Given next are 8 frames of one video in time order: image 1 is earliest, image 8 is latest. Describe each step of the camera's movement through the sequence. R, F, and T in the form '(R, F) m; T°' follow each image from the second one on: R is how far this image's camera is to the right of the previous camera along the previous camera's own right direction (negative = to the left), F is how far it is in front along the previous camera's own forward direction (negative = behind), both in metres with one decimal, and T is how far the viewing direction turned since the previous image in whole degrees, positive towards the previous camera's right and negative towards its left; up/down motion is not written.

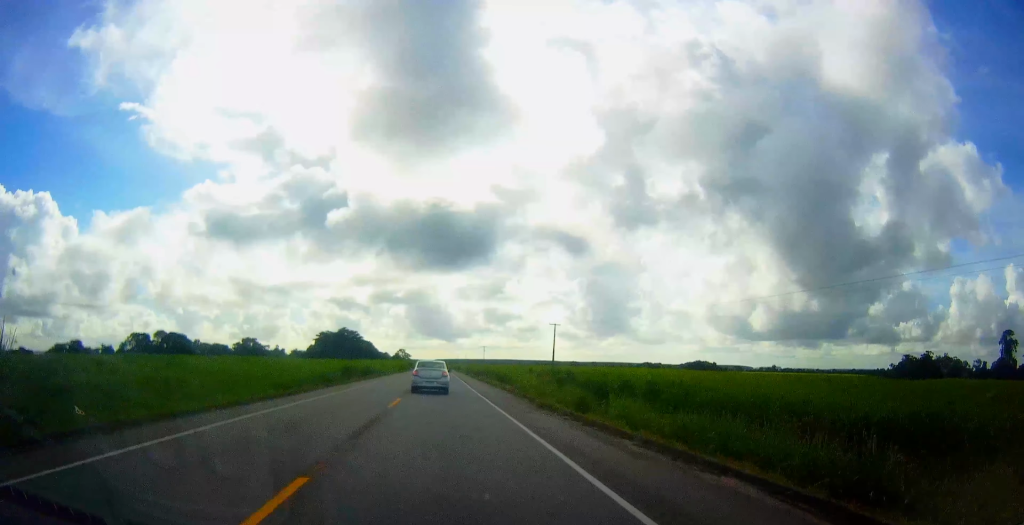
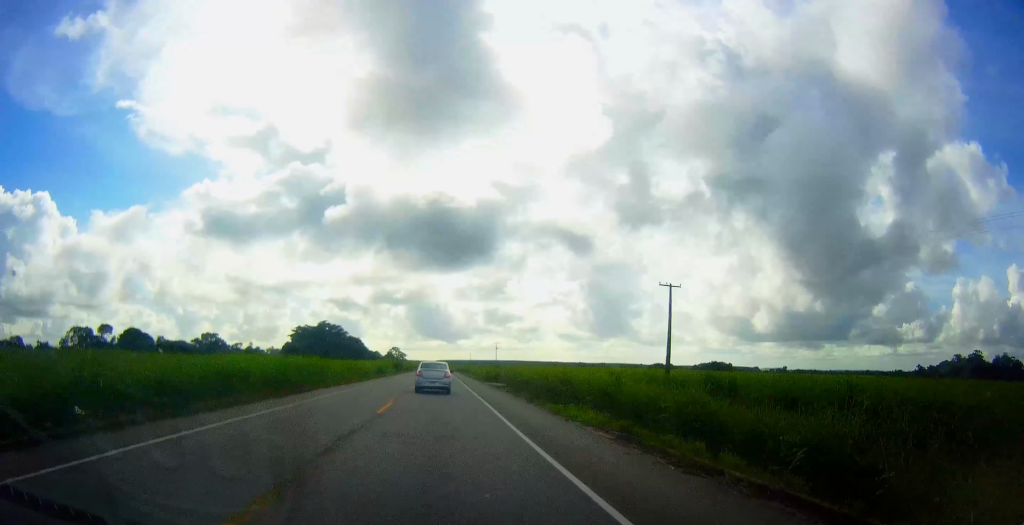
(+0.7, +49.9) m; +1°
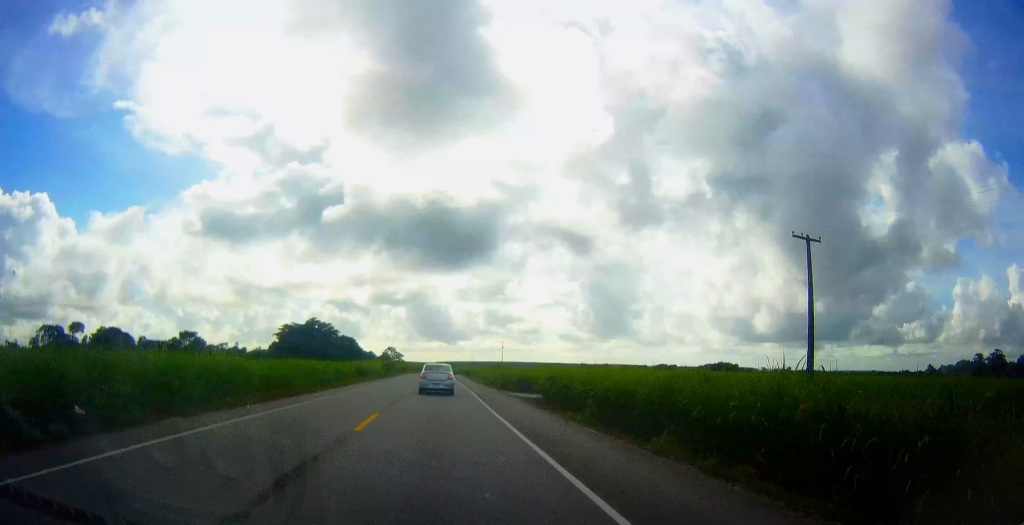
(+0.1, +20.3) m; 0°
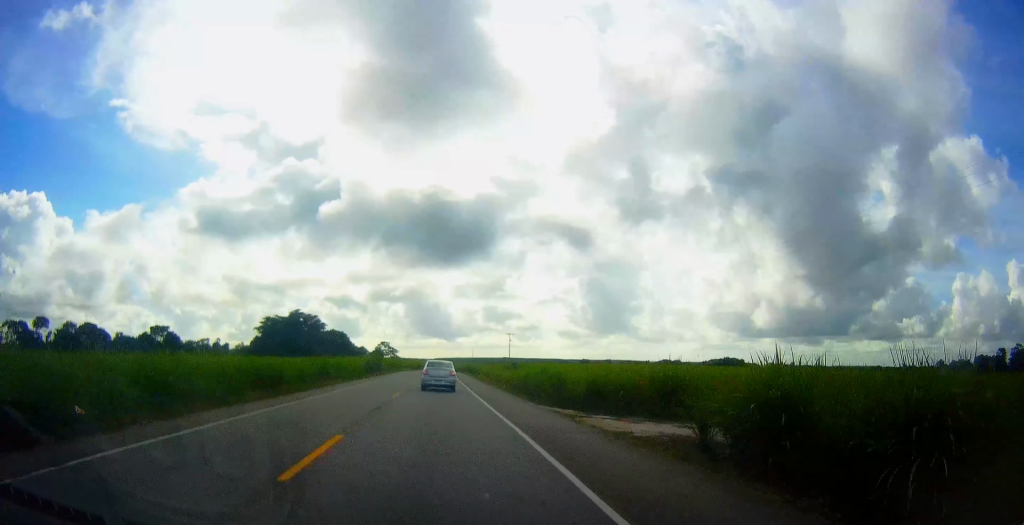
(-0.3, +21.4) m; -1°
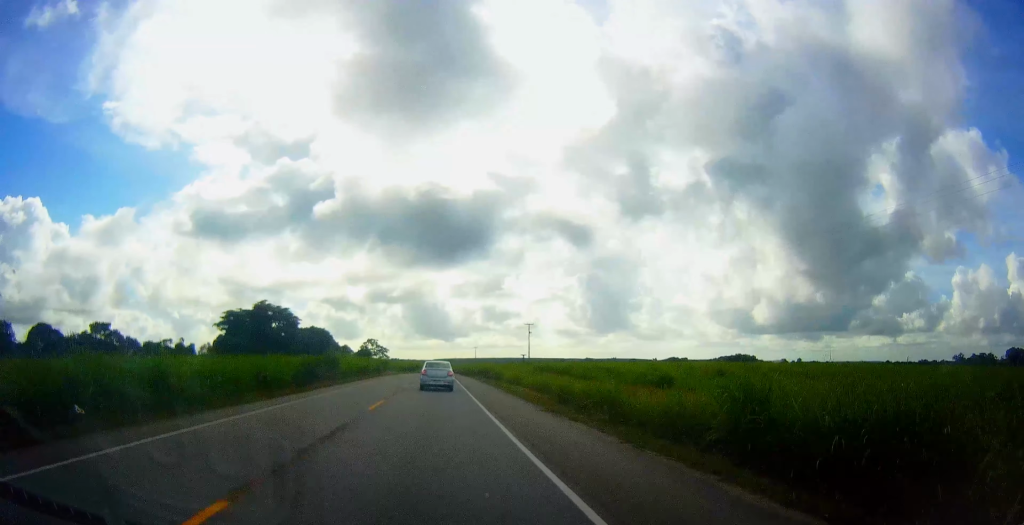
(0.0, +35.0) m; 0°
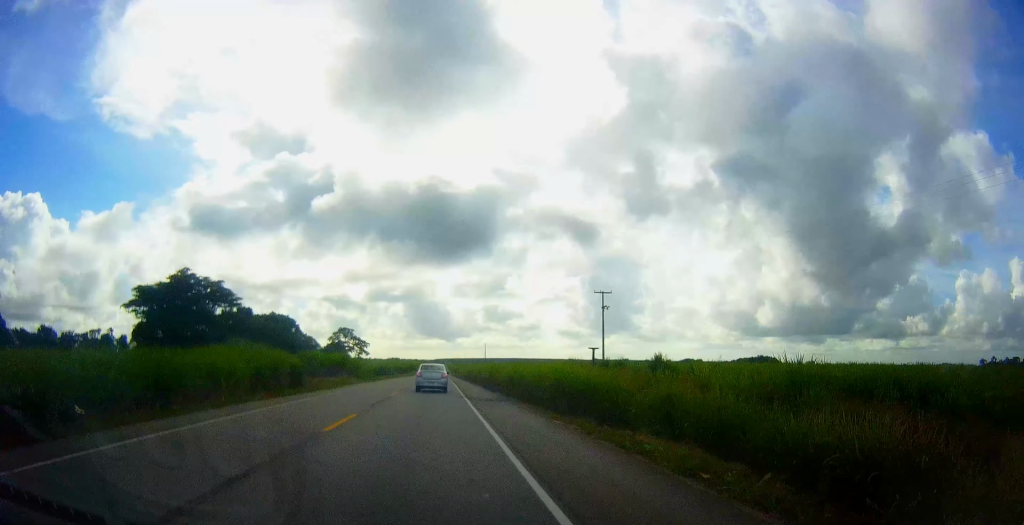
(0.0, +51.3) m; +1°
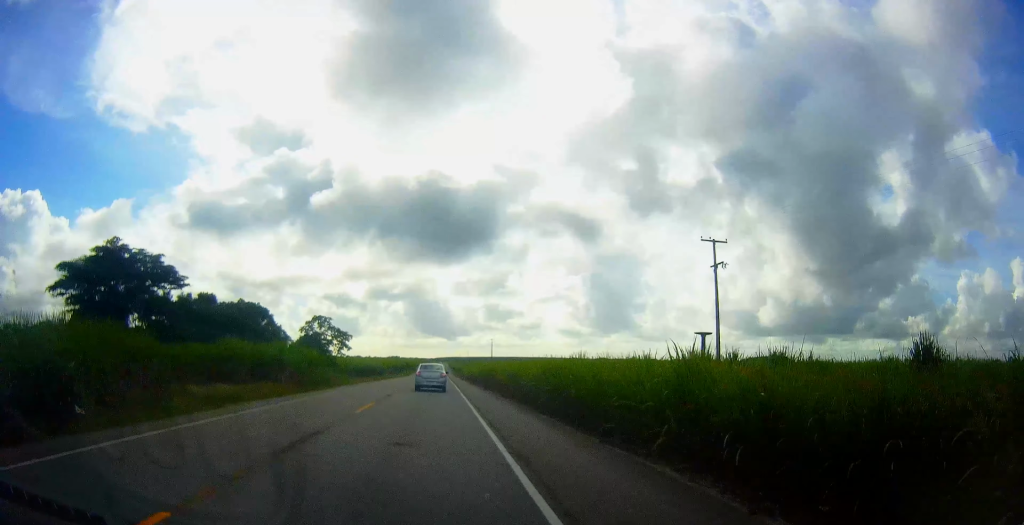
(+0.4, +26.3) m; 0°
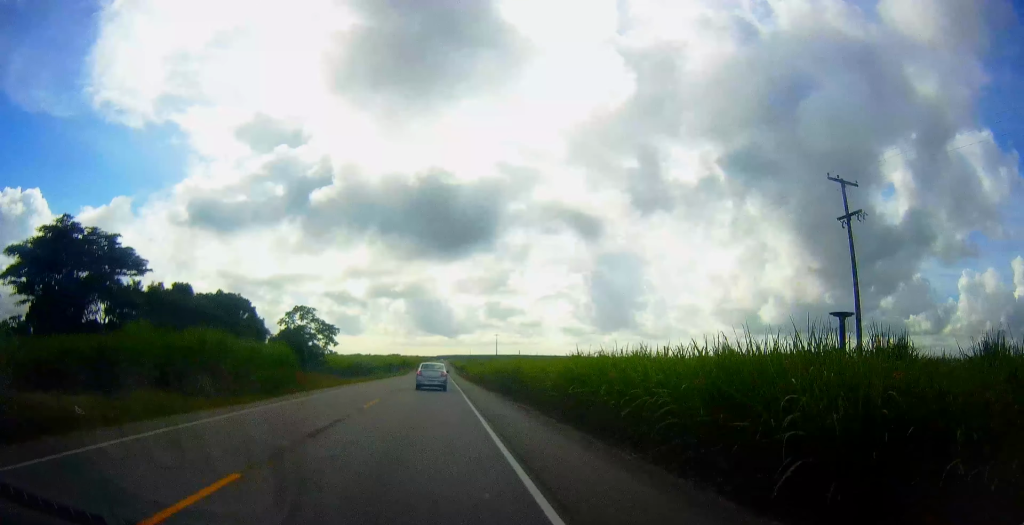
(0.0, +13.8) m; 0°
